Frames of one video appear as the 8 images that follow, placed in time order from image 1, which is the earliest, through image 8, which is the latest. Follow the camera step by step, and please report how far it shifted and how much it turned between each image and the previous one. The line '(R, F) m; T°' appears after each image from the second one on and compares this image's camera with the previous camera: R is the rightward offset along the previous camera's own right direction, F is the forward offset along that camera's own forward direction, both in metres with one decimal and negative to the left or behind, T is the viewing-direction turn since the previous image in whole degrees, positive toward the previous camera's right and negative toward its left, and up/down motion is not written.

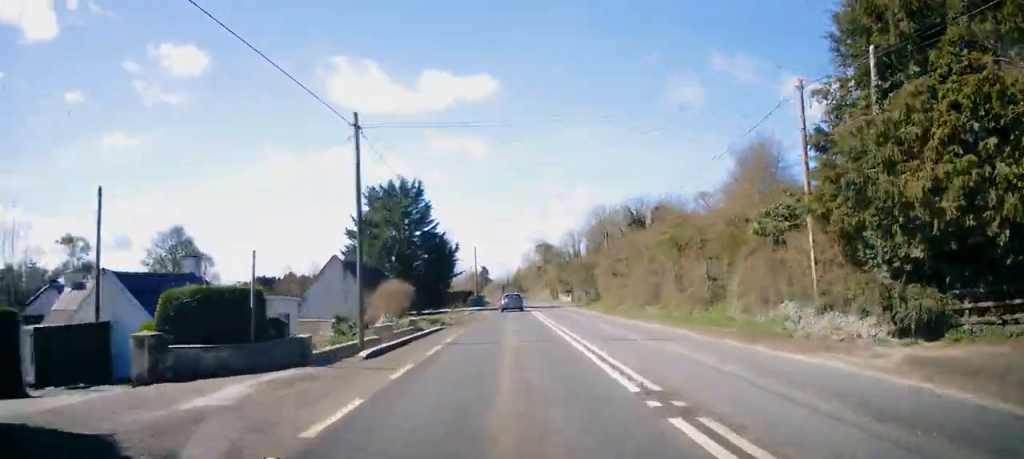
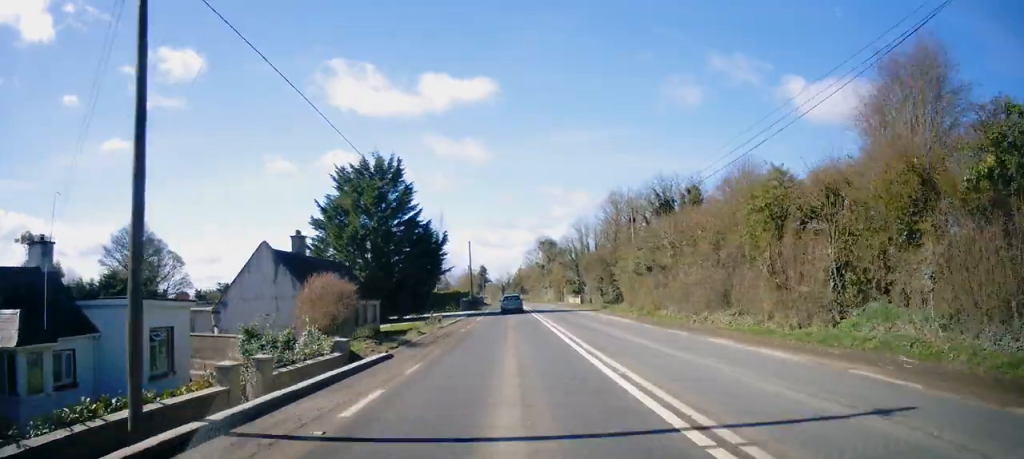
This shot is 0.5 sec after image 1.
(0.0, +10.7) m; 0°
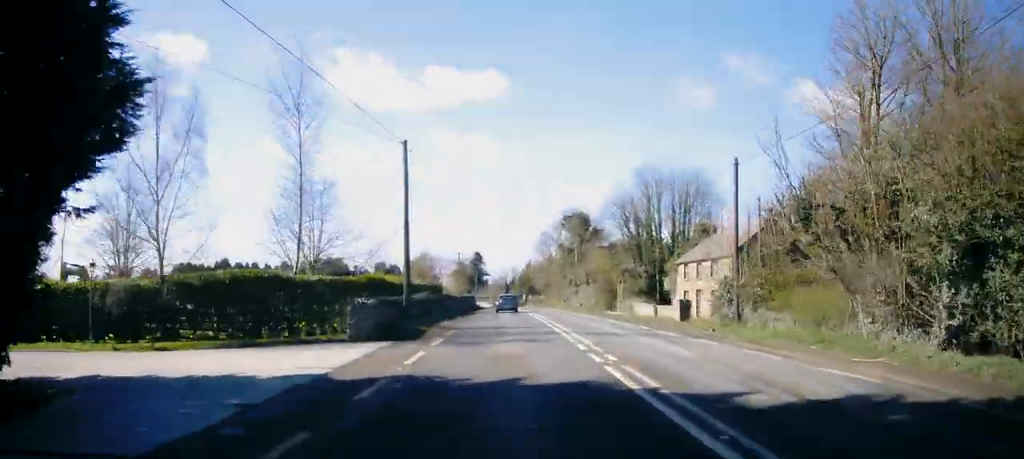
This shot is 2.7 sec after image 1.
(-0.1, +42.9) m; 0°
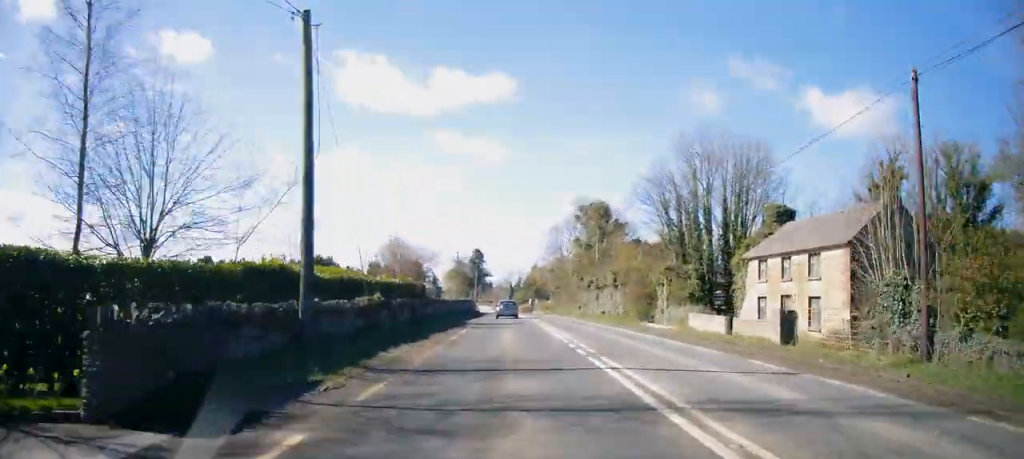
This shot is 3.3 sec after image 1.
(-0.2, +12.0) m; 0°
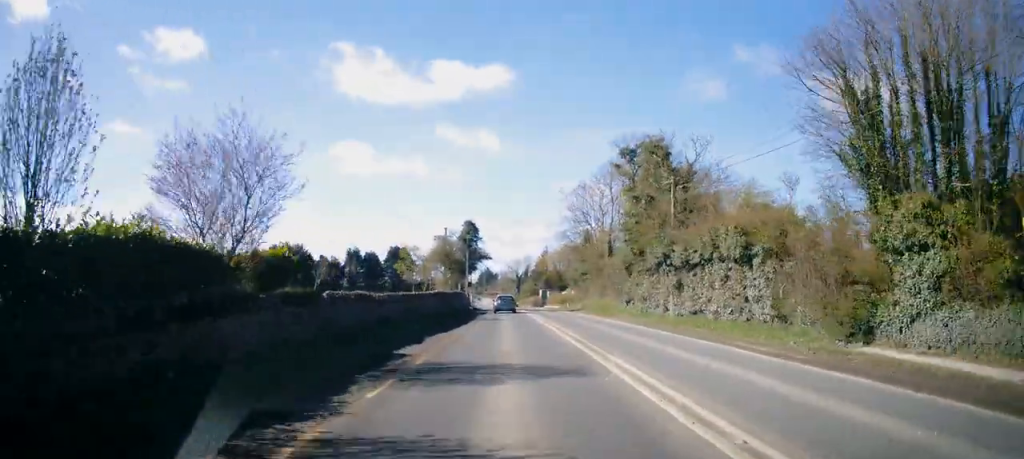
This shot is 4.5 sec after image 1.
(0.0, +23.6) m; -1°
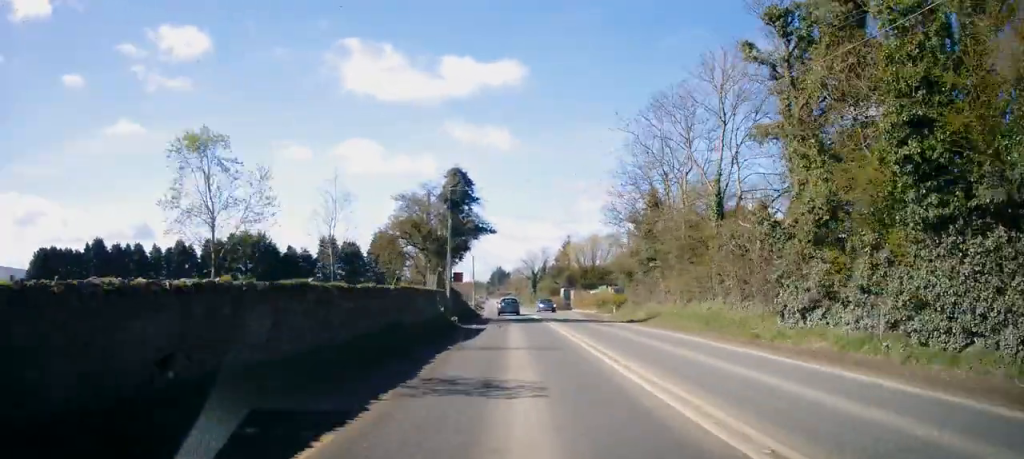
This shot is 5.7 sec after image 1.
(-0.4, +24.1) m; 0°
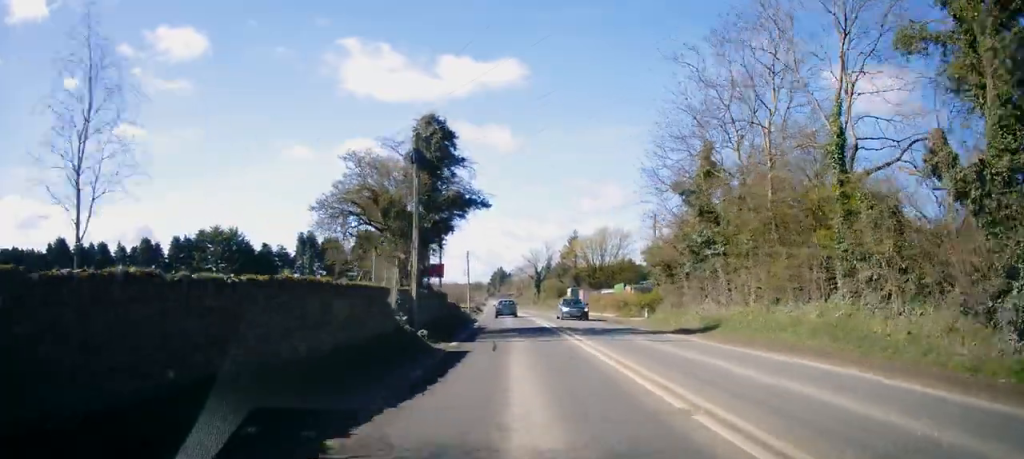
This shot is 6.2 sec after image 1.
(+0.3, +10.4) m; 0°
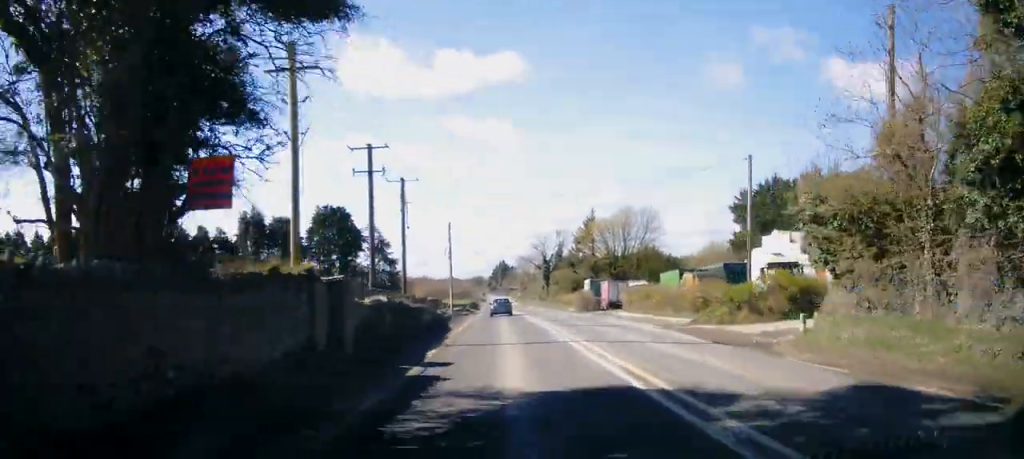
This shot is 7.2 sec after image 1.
(-0.5, +19.5) m; -2°
